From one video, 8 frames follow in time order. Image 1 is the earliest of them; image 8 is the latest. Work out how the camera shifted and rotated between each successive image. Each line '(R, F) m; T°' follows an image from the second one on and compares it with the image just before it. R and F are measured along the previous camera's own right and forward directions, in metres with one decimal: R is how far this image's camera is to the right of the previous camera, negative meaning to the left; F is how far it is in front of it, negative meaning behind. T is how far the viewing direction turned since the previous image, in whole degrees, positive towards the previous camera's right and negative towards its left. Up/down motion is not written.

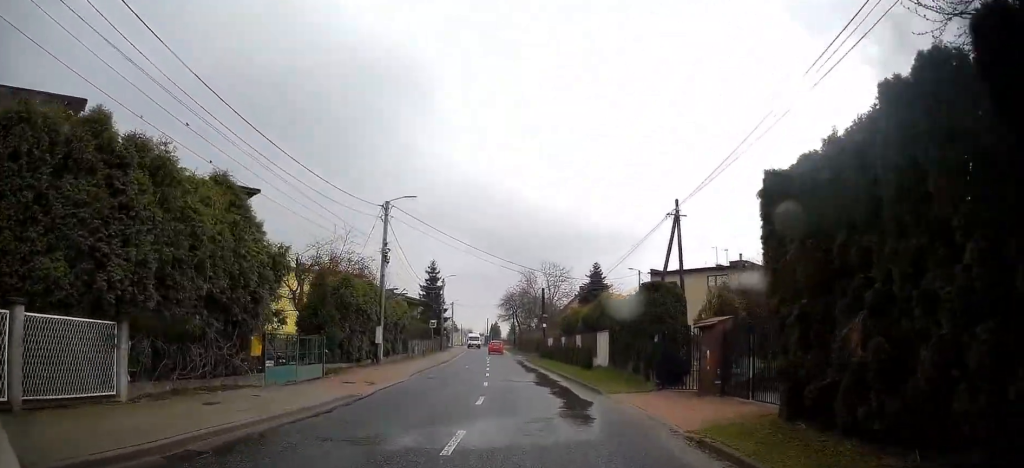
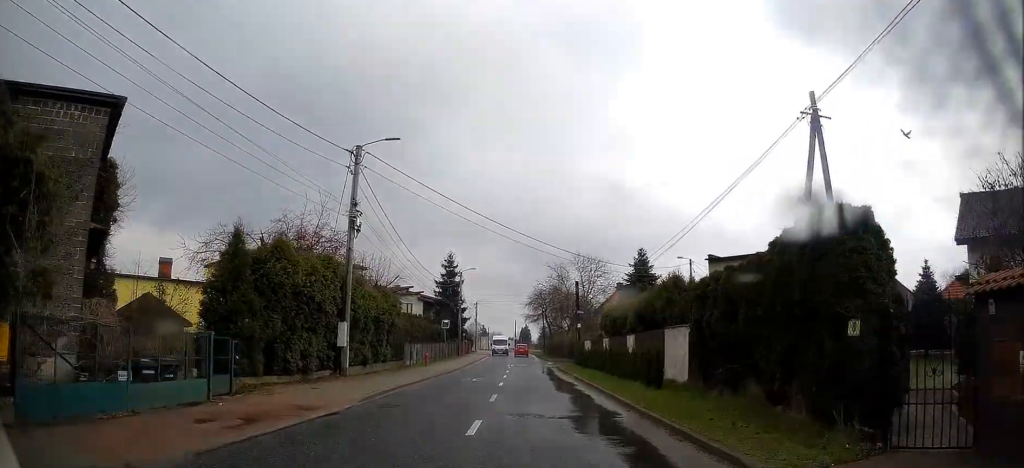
(-0.3, +10.3) m; -3°
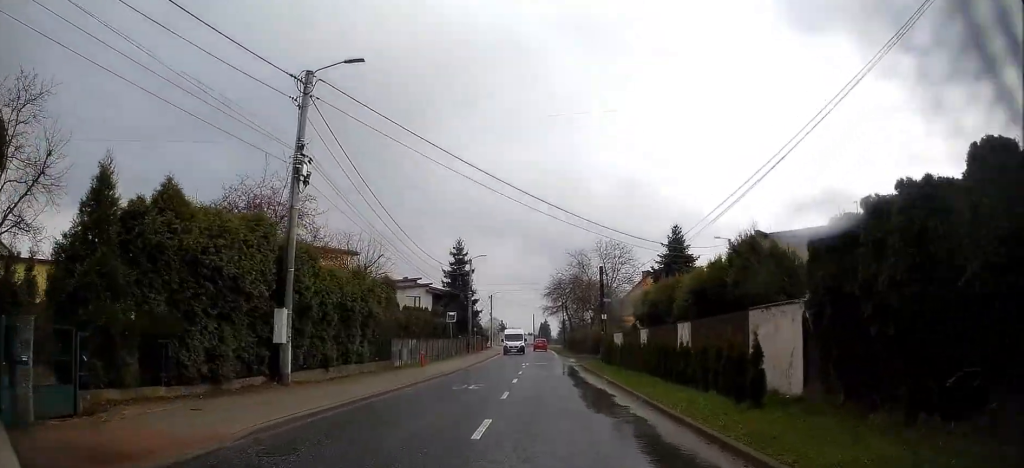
(-0.1, +7.0) m; -2°
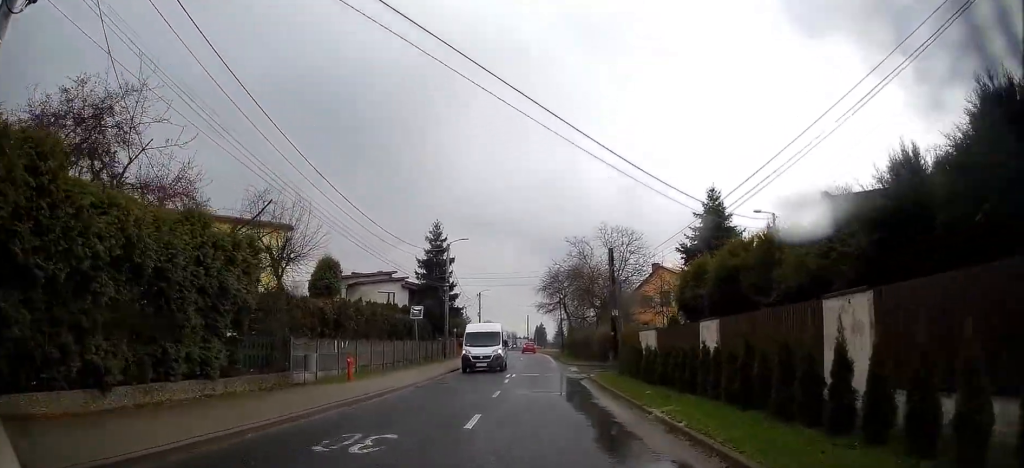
(-0.3, +11.1) m; -2°
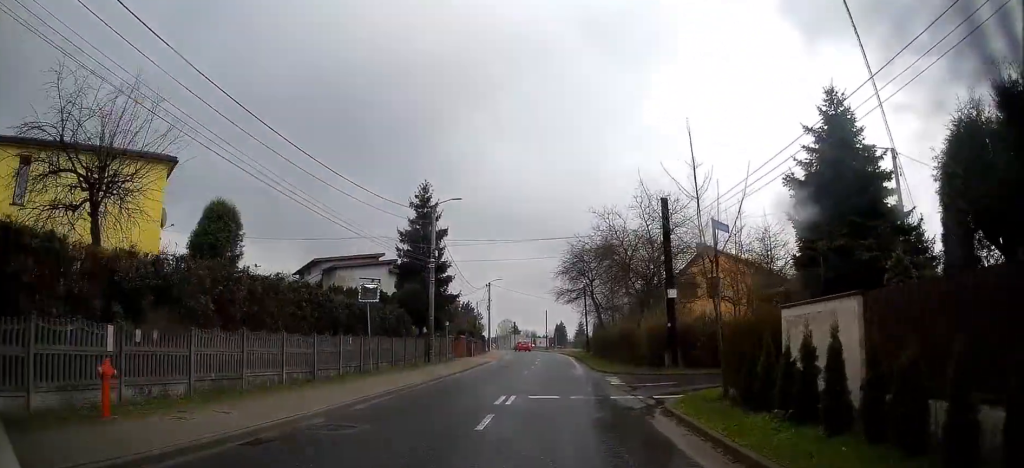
(0.0, +13.2) m; -1°
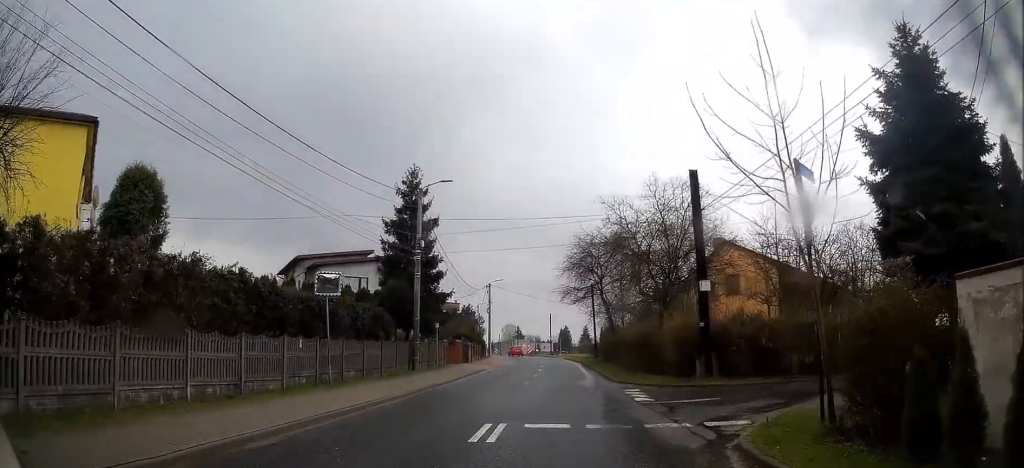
(0.0, +5.0) m; -1°
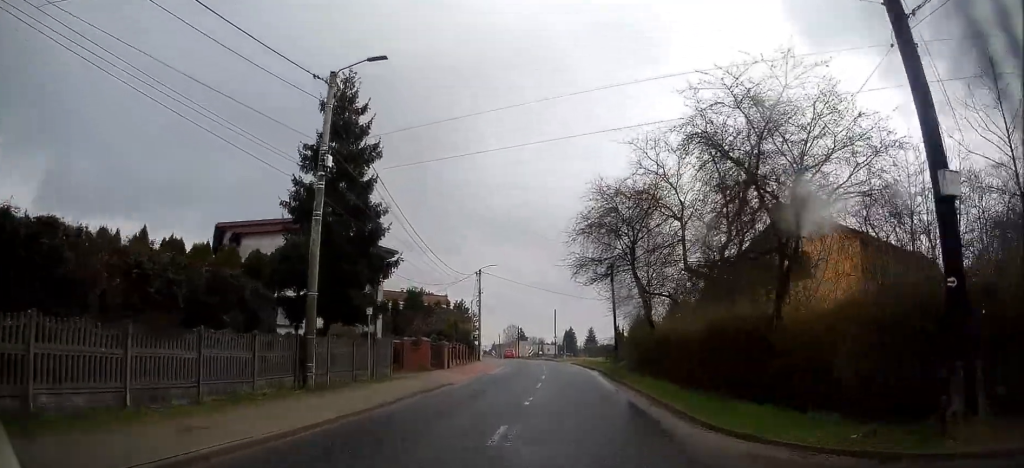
(-0.3, +12.9) m; -1°
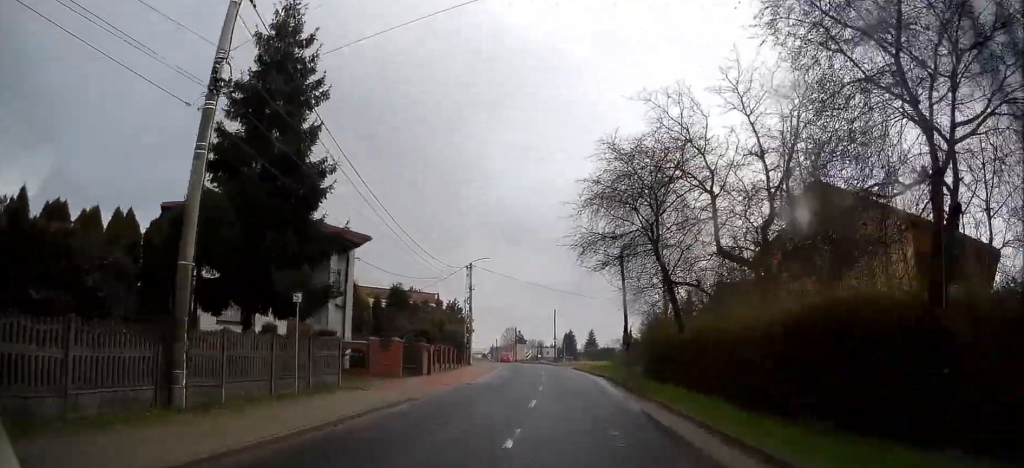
(0.0, +5.5) m; 0°
